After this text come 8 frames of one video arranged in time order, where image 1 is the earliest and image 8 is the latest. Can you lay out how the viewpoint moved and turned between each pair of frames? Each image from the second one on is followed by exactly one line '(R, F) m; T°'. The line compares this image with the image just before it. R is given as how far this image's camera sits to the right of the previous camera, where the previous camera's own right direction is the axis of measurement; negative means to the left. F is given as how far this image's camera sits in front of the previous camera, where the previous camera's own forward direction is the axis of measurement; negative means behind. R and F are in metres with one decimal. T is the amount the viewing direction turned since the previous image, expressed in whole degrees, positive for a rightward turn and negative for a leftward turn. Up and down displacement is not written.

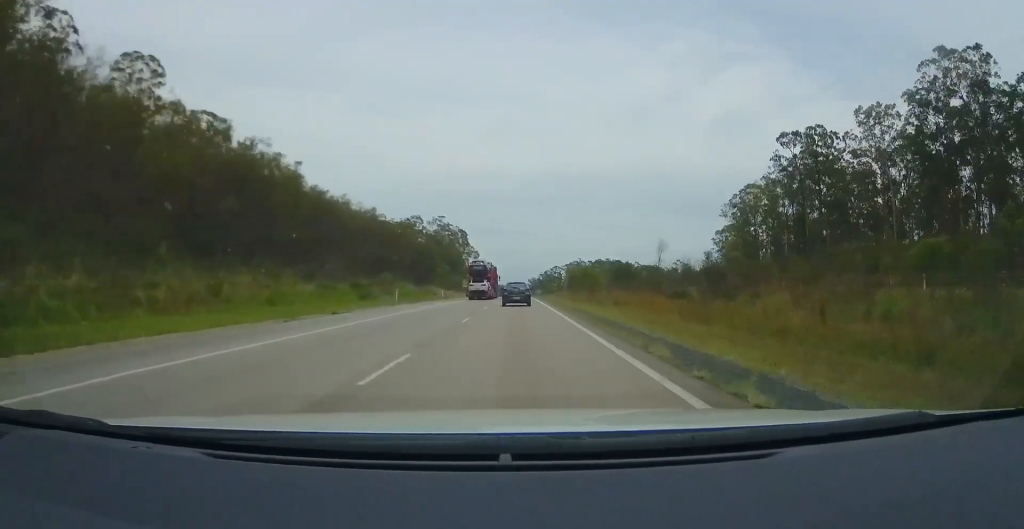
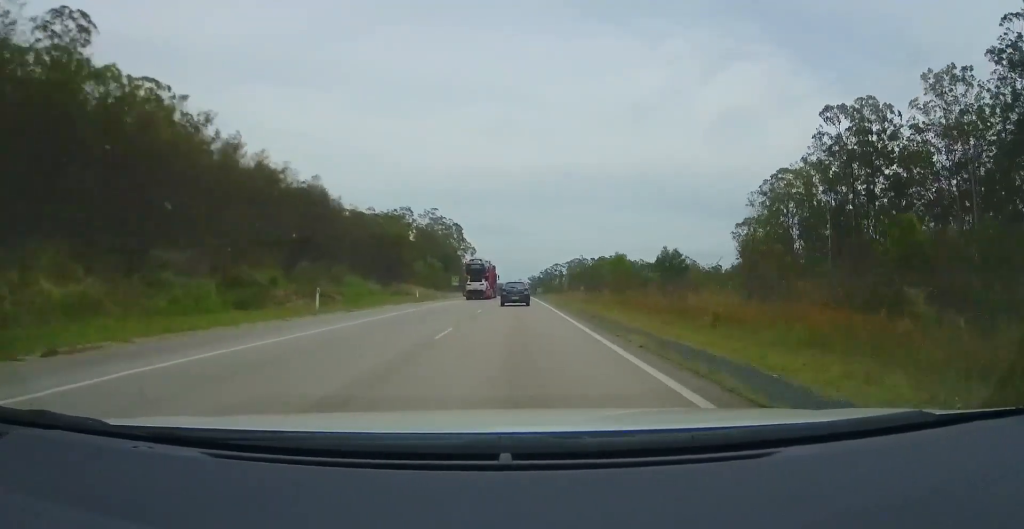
(-0.1, +18.0) m; +1°
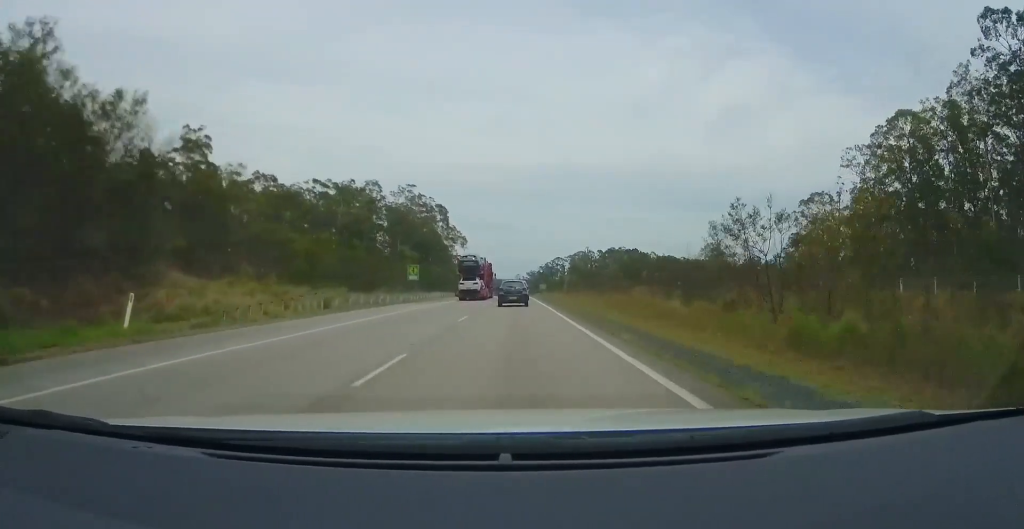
(+0.3, +42.2) m; 0°
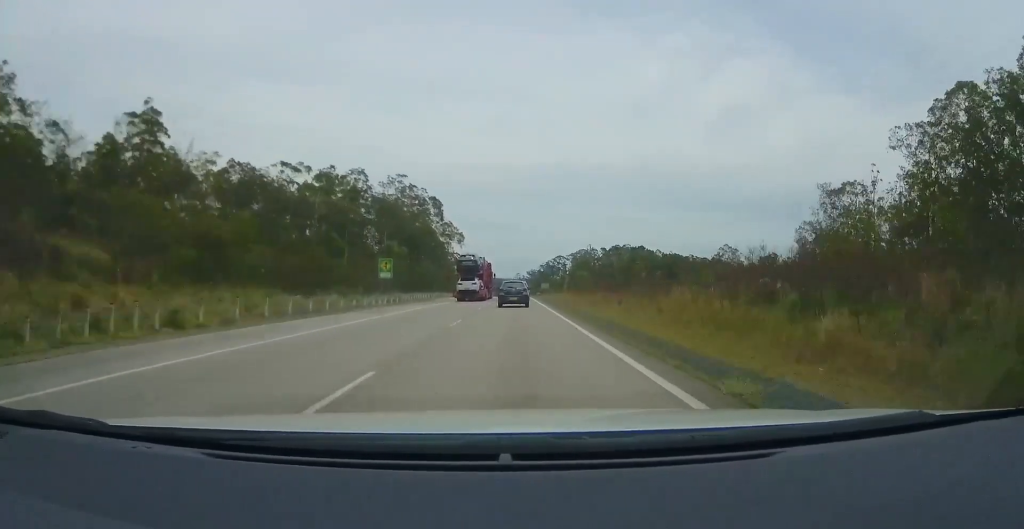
(-0.2, +13.2) m; 0°
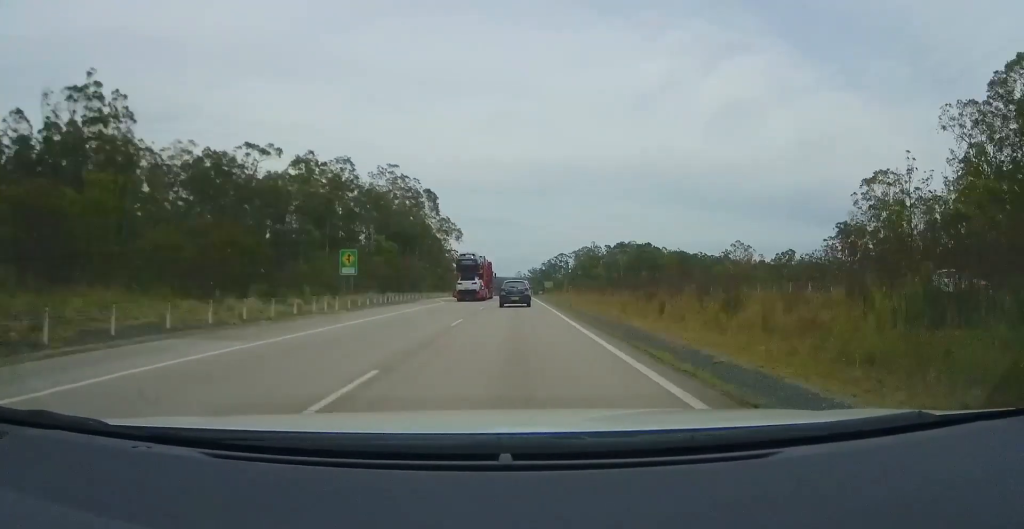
(0.0, +12.0) m; 0°
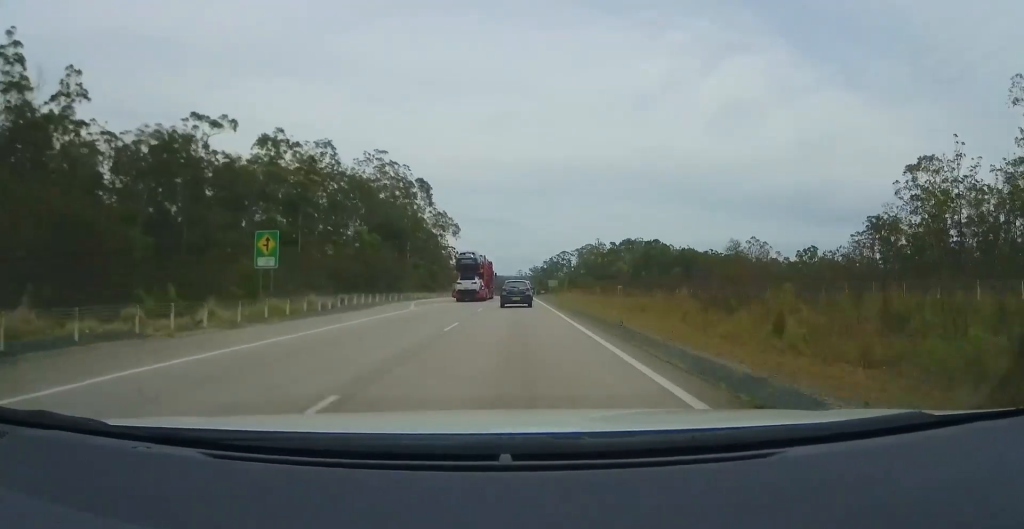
(+0.2, +14.3) m; 0°
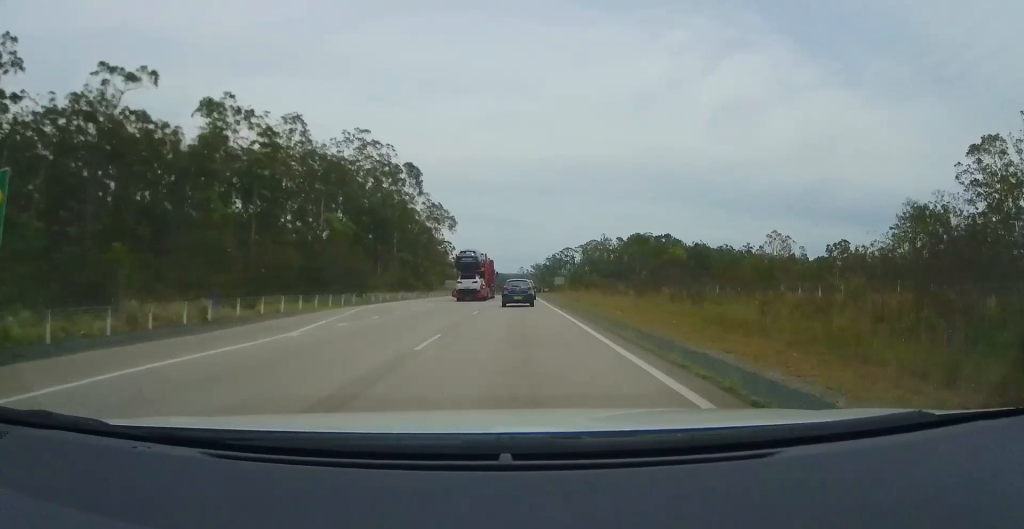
(+0.1, +16.6) m; 0°
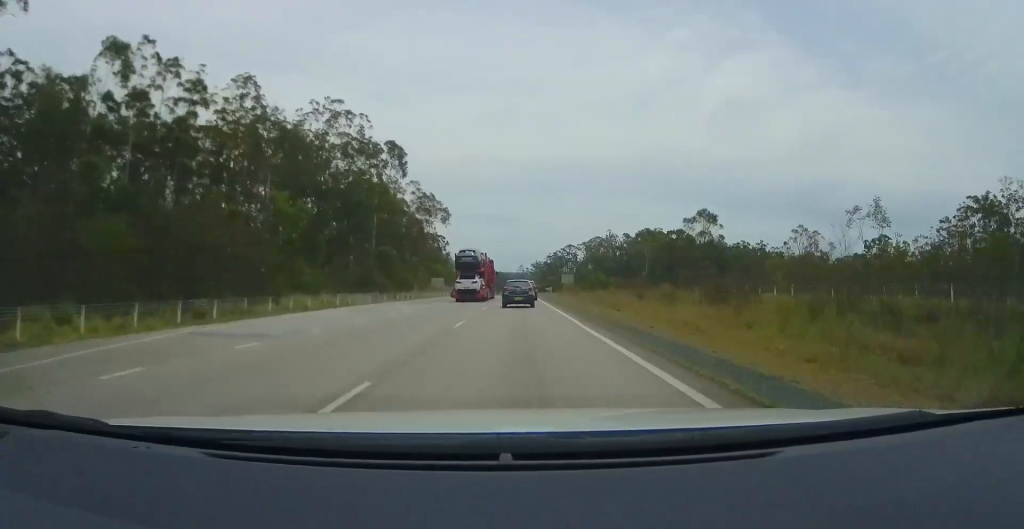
(-0.2, +18.8) m; -1°
